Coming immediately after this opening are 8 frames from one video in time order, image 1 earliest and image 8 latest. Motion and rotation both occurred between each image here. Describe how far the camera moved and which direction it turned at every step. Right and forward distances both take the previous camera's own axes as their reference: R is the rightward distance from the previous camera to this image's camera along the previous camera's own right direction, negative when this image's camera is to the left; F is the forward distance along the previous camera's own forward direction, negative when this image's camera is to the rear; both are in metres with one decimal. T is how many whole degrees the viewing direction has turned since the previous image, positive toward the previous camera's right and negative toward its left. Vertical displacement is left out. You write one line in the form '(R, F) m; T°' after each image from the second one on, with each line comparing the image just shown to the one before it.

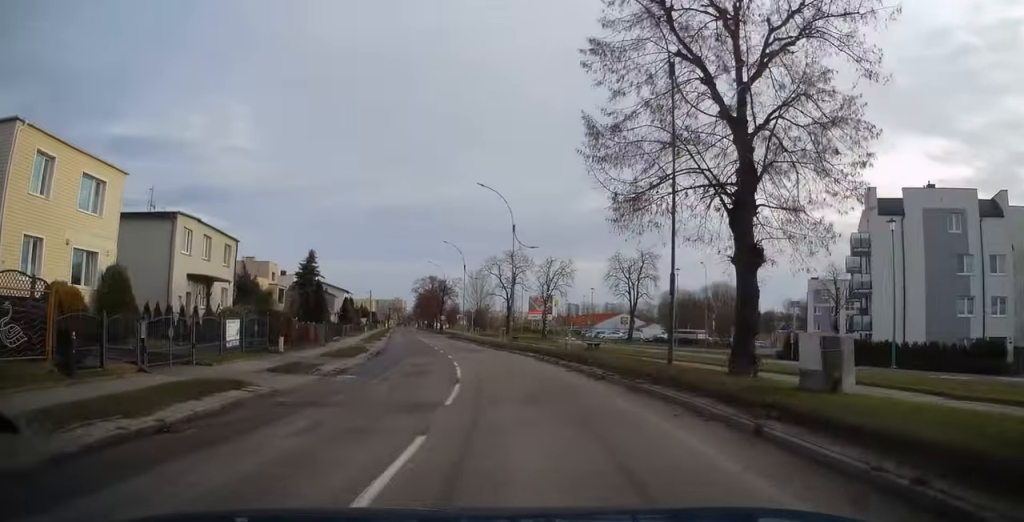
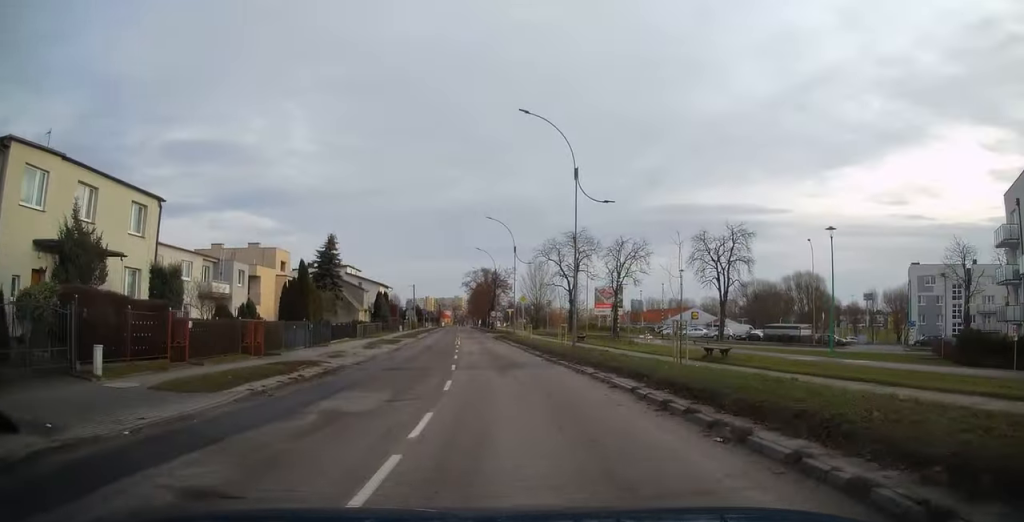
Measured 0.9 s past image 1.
(-1.0, +15.2) m; -6°
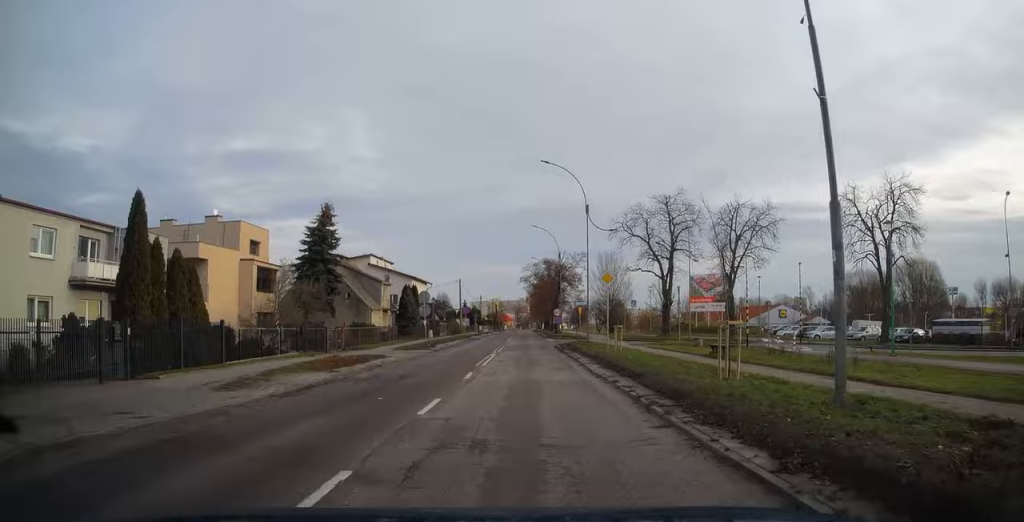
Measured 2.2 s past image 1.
(-1.2, +21.5) m; -6°
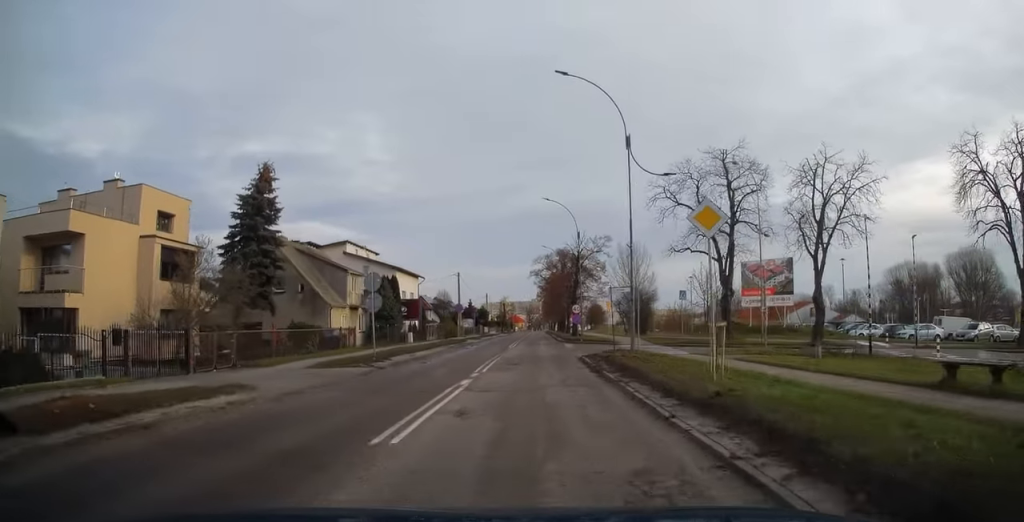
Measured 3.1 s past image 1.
(-0.4, +14.4) m; -2°
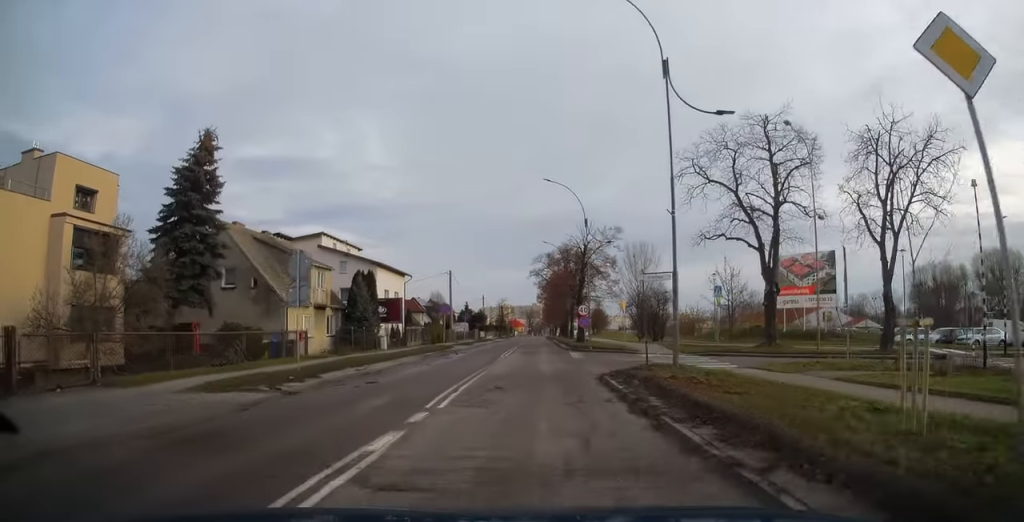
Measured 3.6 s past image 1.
(-0.1, +7.9) m; -1°
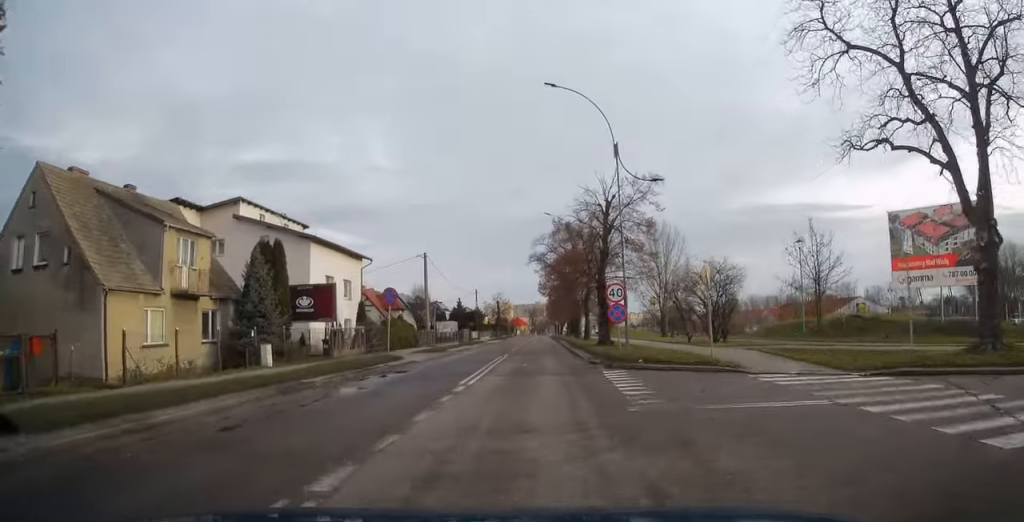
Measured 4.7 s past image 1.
(0.0, +17.3) m; -1°
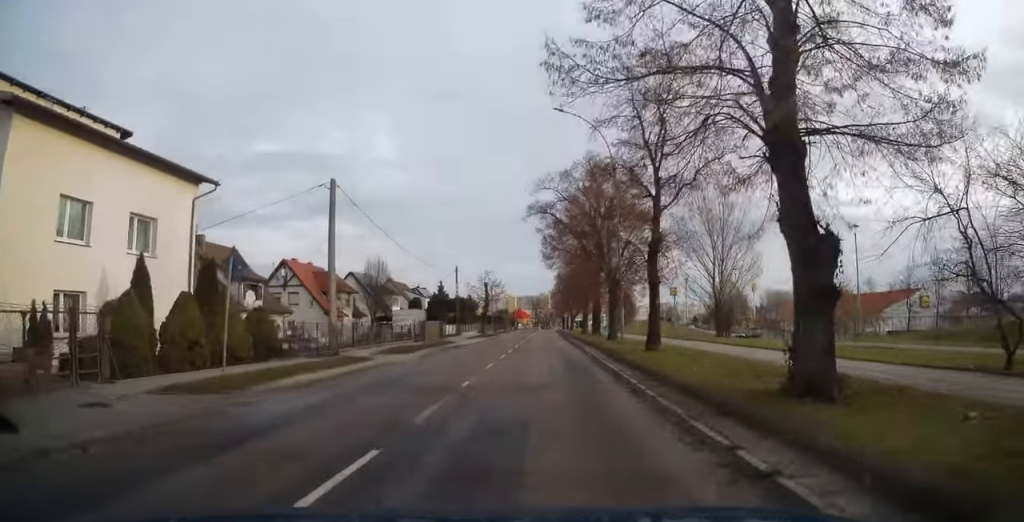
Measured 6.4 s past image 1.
(-0.8, +26.4) m; -2°
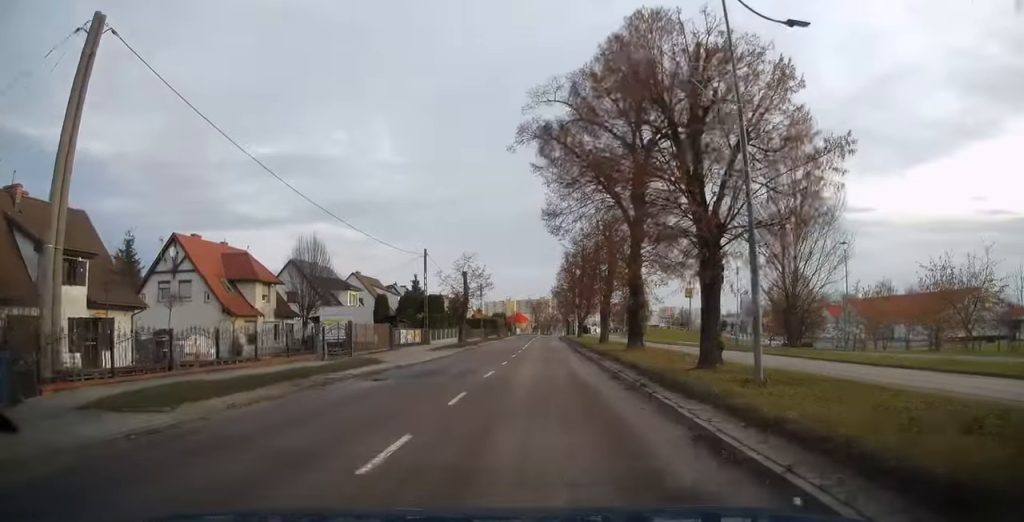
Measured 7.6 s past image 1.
(+0.3, +18.7) m; +1°
